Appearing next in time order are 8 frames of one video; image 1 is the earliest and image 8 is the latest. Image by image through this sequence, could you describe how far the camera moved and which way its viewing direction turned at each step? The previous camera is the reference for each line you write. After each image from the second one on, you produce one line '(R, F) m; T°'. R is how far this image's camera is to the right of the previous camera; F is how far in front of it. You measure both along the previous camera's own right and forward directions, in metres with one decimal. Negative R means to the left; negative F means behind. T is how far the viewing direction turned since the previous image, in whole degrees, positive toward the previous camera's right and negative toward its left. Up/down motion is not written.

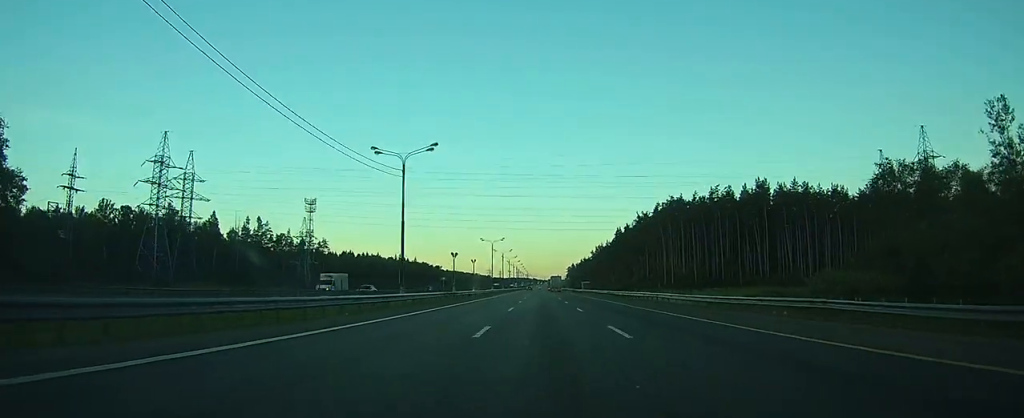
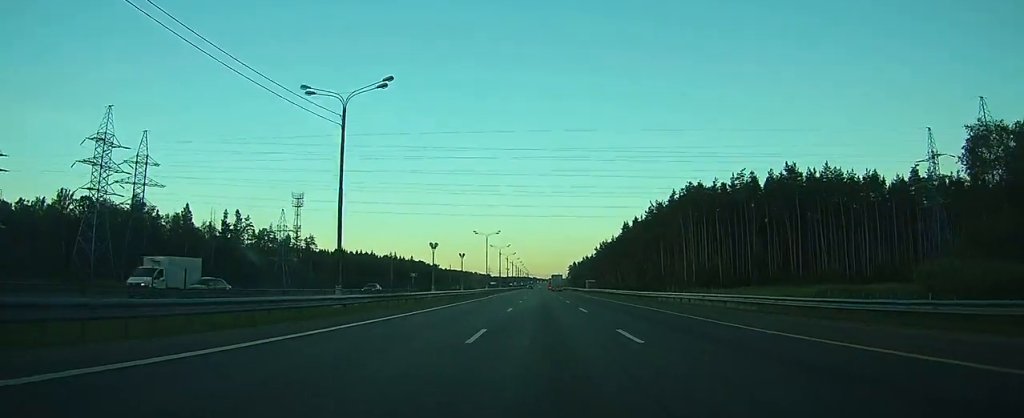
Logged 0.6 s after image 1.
(0.0, +17.7) m; 0°
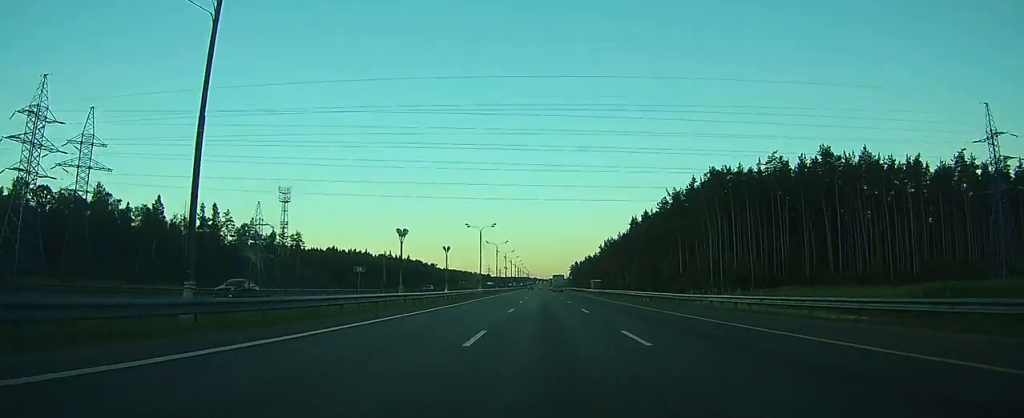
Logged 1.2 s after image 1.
(0.0, +16.7) m; 0°
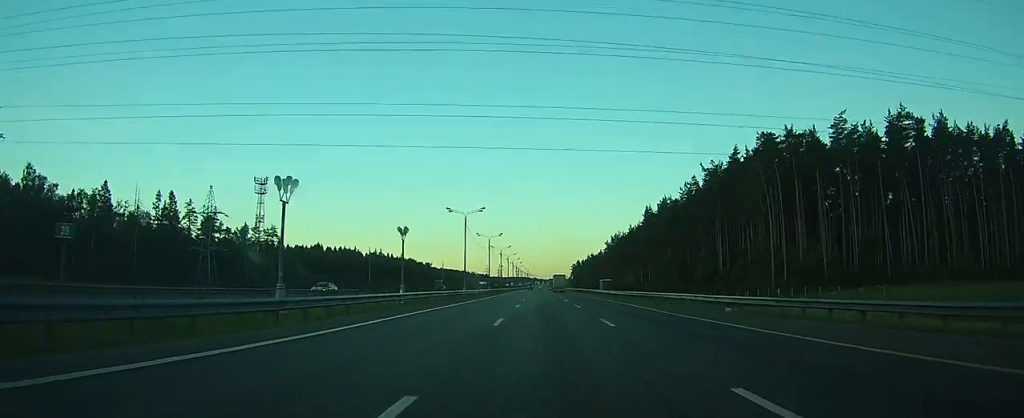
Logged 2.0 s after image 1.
(-0.1, +25.5) m; 0°
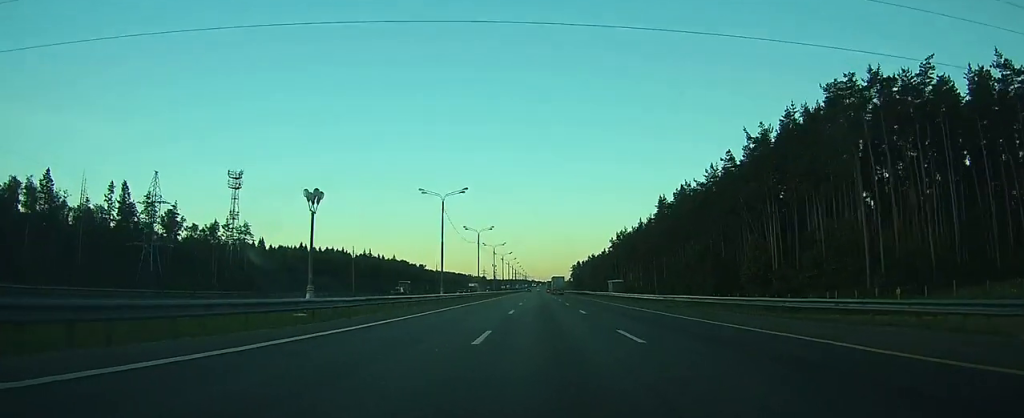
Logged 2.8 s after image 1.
(0.0, +21.6) m; 0°
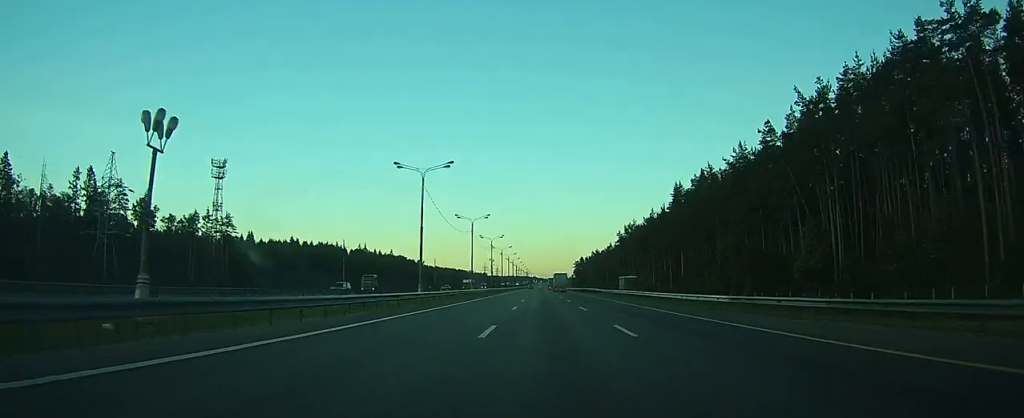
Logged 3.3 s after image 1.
(0.0, +14.7) m; 0°
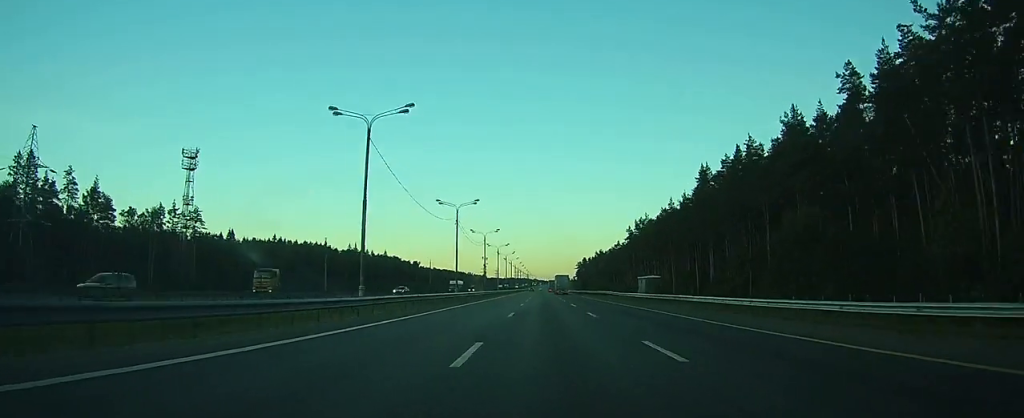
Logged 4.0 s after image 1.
(0.0, +20.6) m; 0°
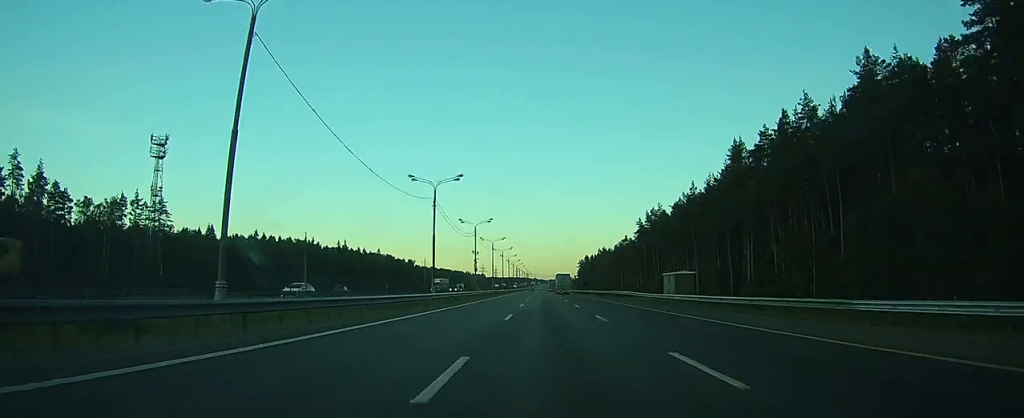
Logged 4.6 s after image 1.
(0.0, +18.7) m; 0°
